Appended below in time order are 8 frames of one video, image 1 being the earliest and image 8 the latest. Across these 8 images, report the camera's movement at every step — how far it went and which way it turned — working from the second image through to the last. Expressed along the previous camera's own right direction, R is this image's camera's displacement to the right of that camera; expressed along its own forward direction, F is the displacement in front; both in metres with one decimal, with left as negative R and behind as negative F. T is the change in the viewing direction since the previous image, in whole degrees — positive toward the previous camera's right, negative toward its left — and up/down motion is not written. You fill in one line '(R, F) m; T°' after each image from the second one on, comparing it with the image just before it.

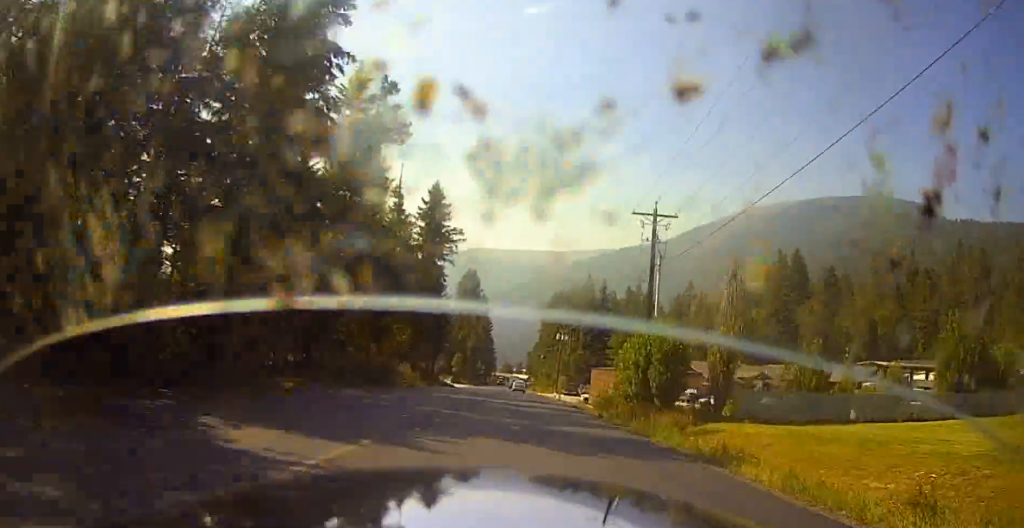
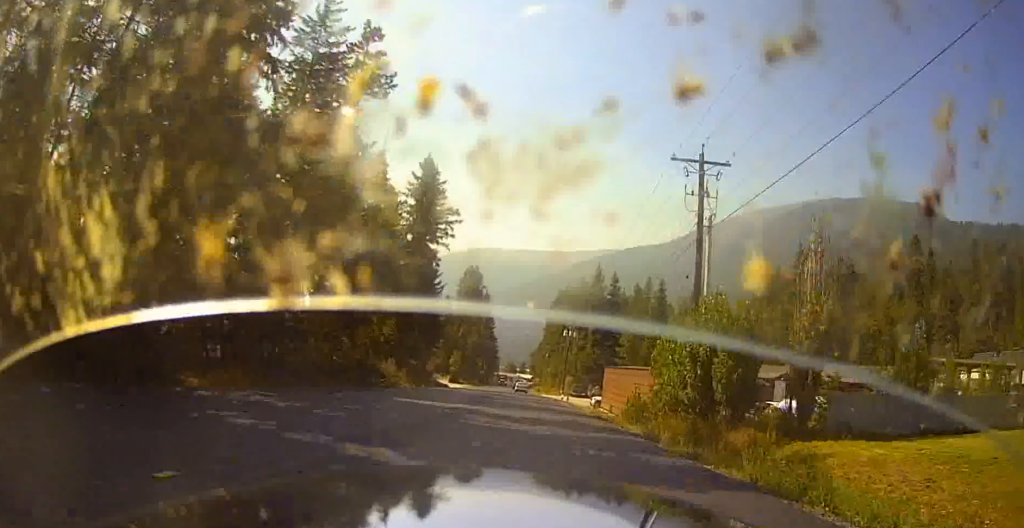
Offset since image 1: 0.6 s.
(0.0, +10.4) m; +1°
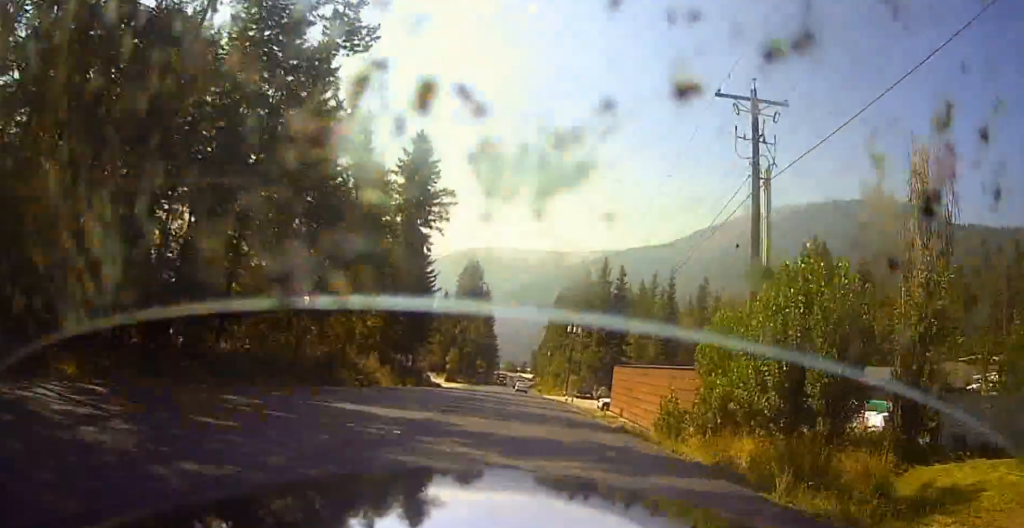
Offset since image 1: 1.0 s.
(+0.2, +7.5) m; 0°
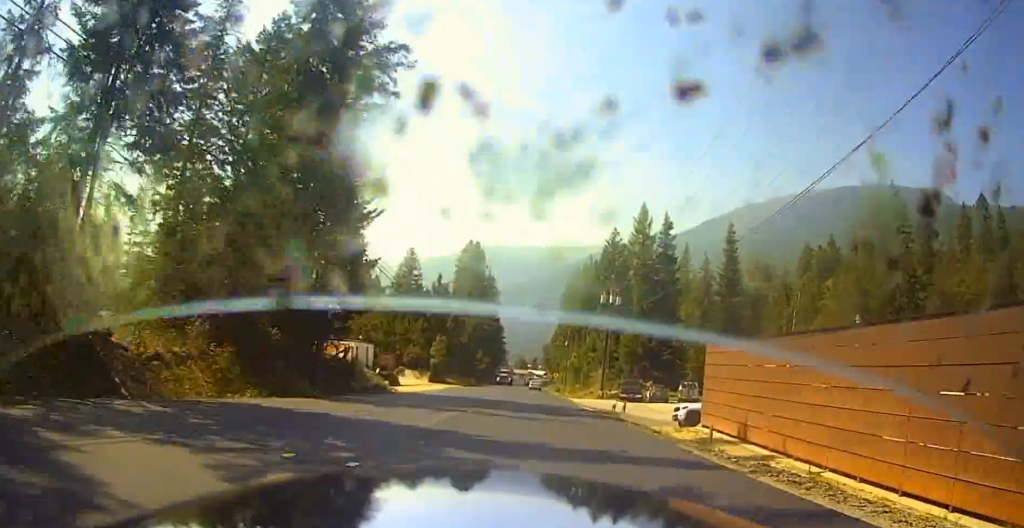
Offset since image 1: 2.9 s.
(-0.7, +31.6) m; -2°
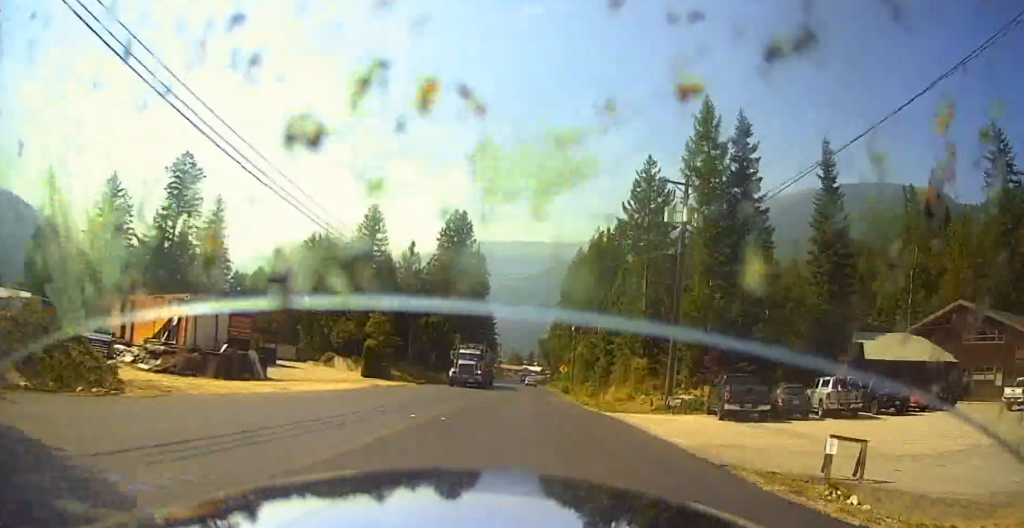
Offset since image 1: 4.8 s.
(+1.1, +31.4) m; +3°
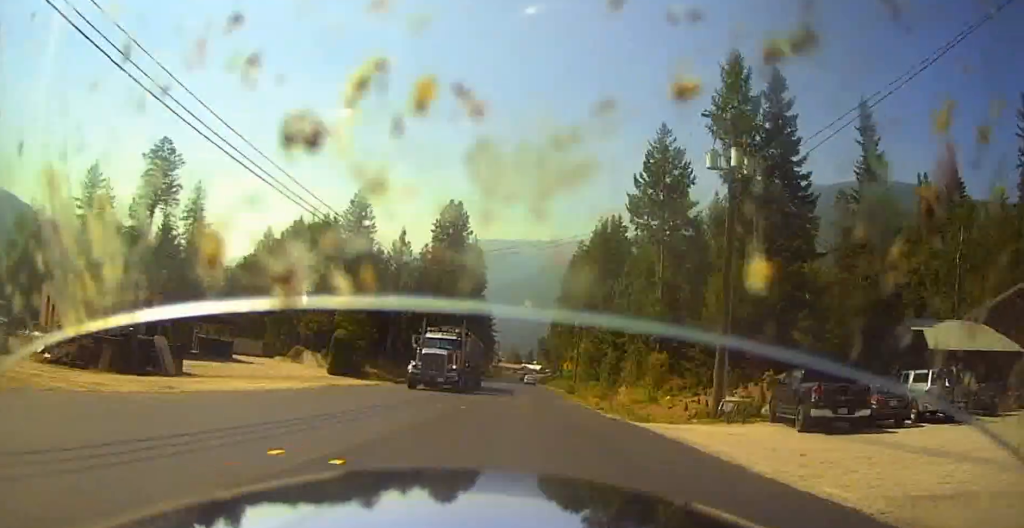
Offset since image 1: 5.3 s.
(-0.1, +7.7) m; 0°
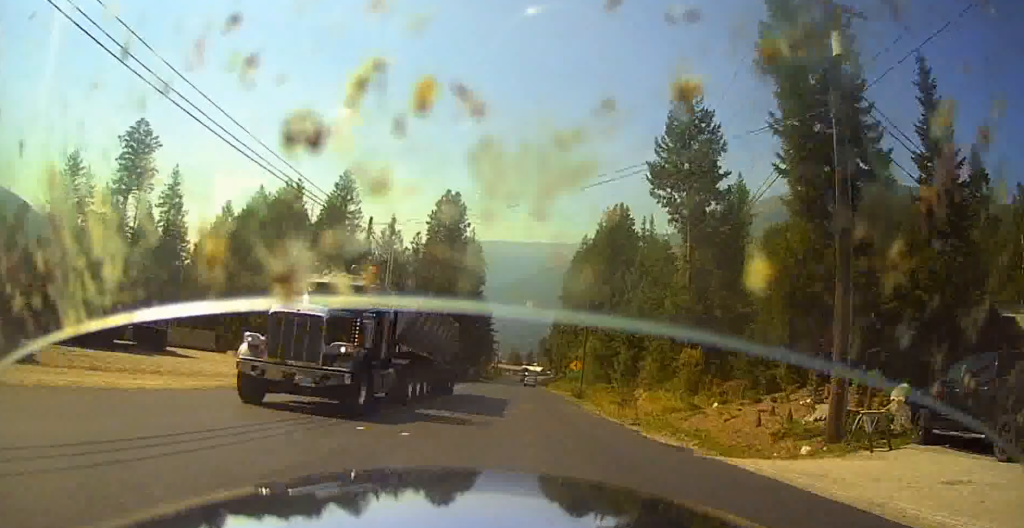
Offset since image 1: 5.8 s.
(0.0, +9.4) m; -1°
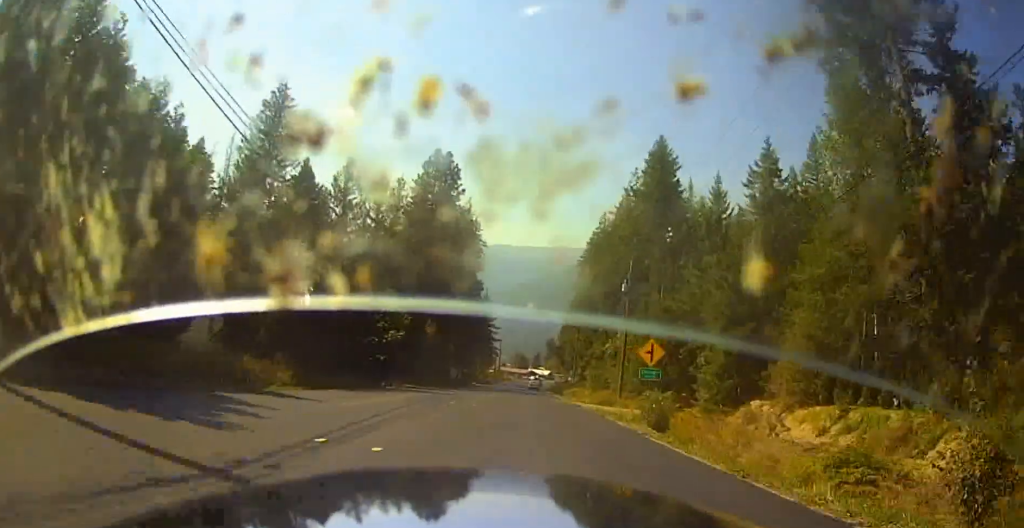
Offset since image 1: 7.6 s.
(-1.0, +29.1) m; -4°
